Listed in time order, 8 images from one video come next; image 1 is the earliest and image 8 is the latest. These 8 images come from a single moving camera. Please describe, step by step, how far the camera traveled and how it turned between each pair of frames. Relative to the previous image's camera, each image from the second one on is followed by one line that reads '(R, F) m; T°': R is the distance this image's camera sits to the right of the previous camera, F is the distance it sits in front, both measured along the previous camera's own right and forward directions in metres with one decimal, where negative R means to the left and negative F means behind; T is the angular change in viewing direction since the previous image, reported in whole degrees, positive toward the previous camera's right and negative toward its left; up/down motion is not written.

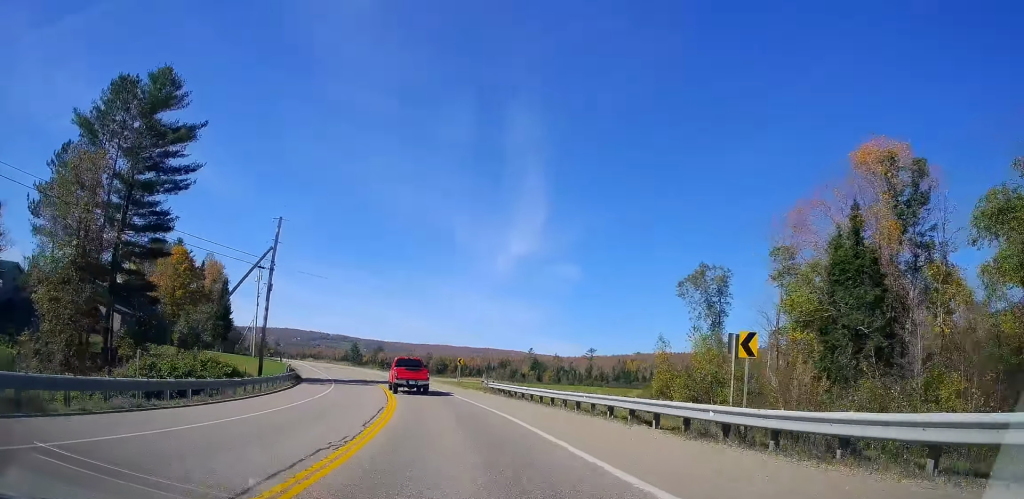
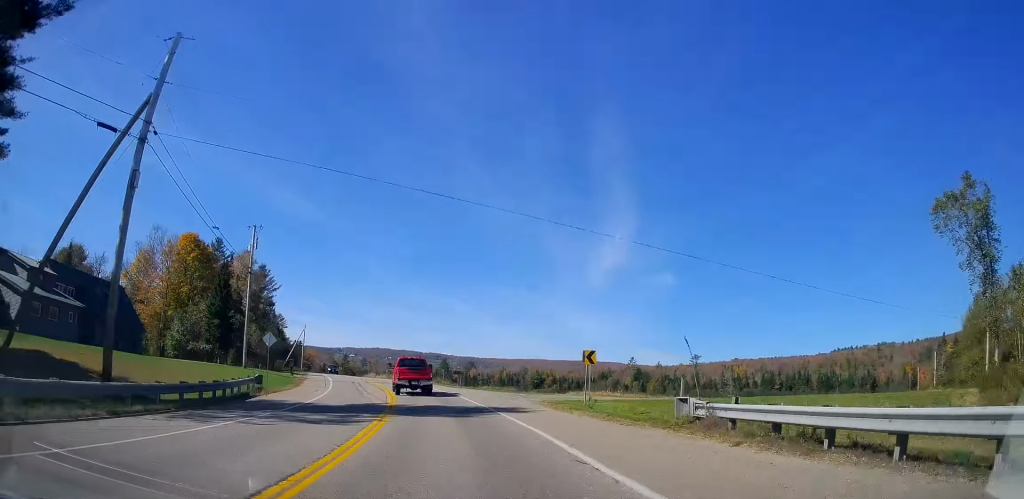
(-2.9, +29.5) m; -13°
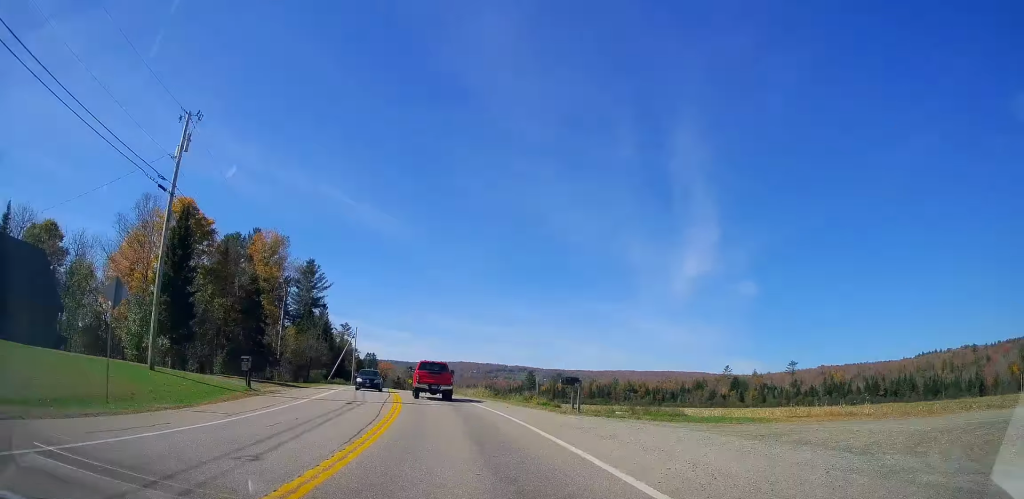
(-2.4, +26.2) m; -7°
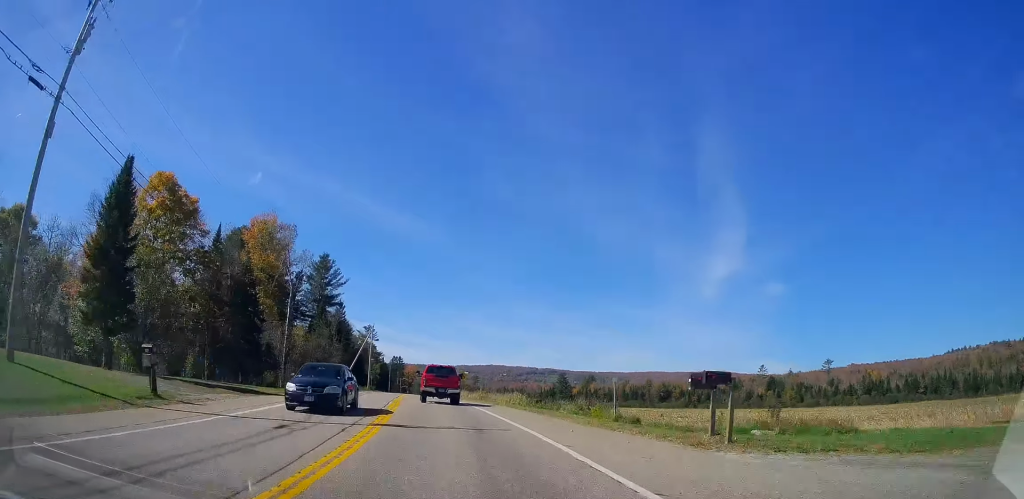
(0.0, +11.4) m; -2°
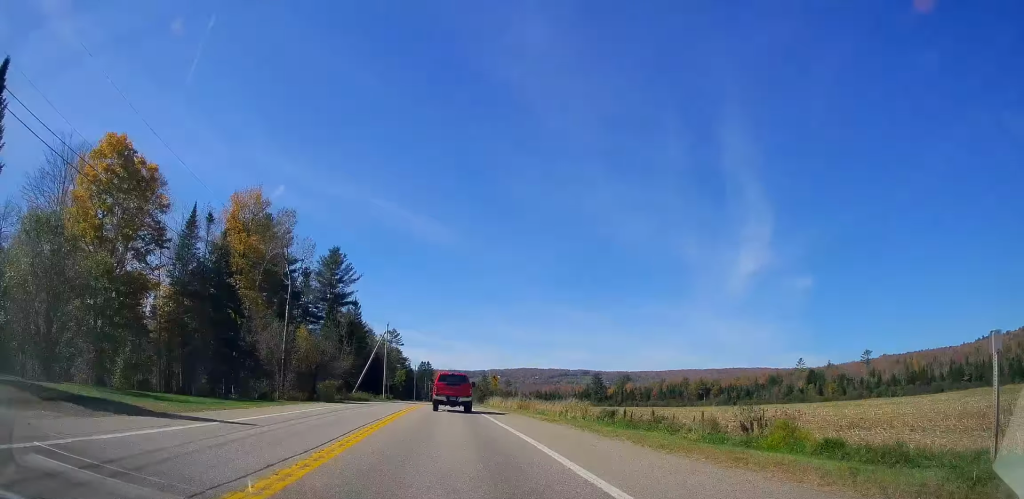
(+0.3, +13.7) m; -3°
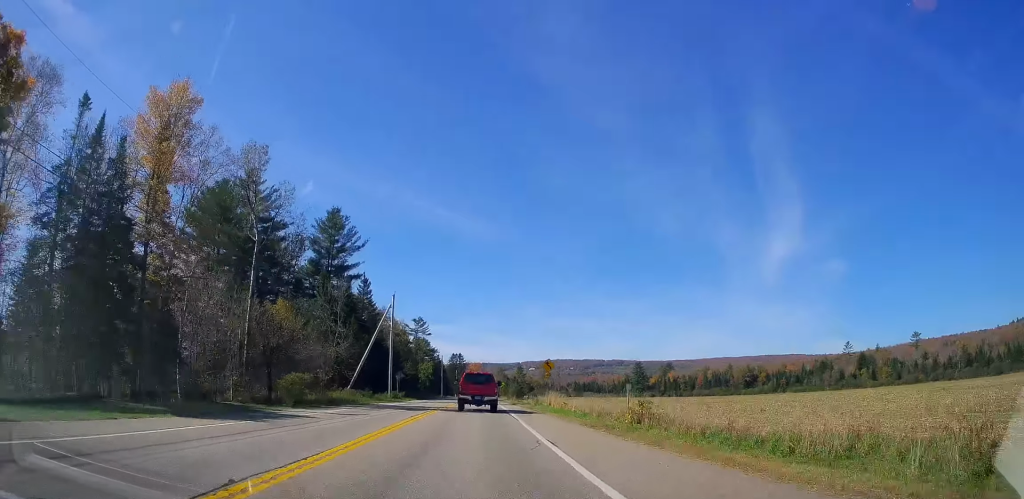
(-1.9, +22.5) m; -6°
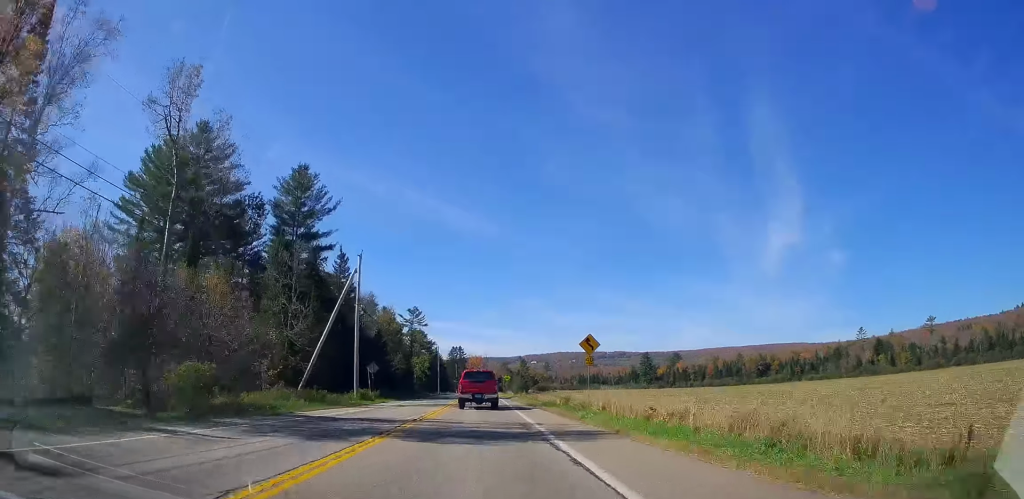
(-0.3, +16.5) m; -2°
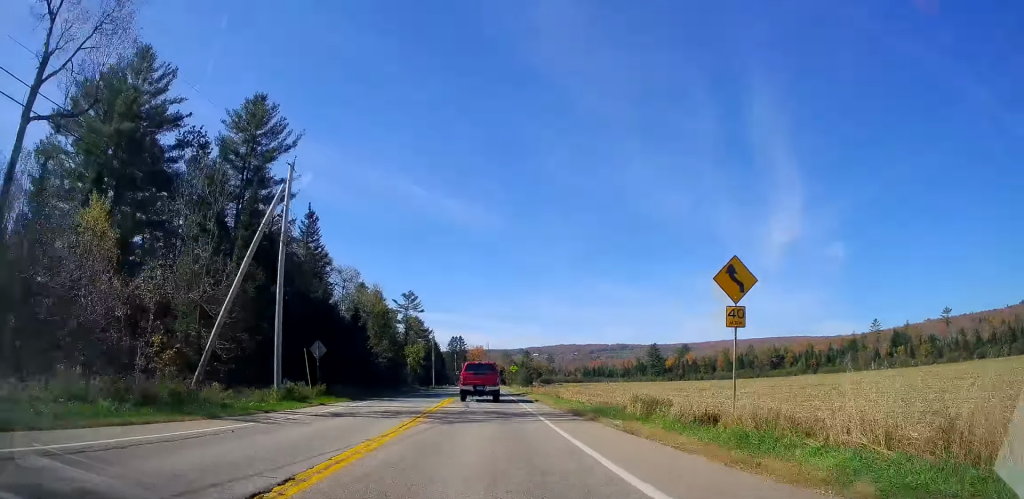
(-0.3, +16.4) m; -1°
